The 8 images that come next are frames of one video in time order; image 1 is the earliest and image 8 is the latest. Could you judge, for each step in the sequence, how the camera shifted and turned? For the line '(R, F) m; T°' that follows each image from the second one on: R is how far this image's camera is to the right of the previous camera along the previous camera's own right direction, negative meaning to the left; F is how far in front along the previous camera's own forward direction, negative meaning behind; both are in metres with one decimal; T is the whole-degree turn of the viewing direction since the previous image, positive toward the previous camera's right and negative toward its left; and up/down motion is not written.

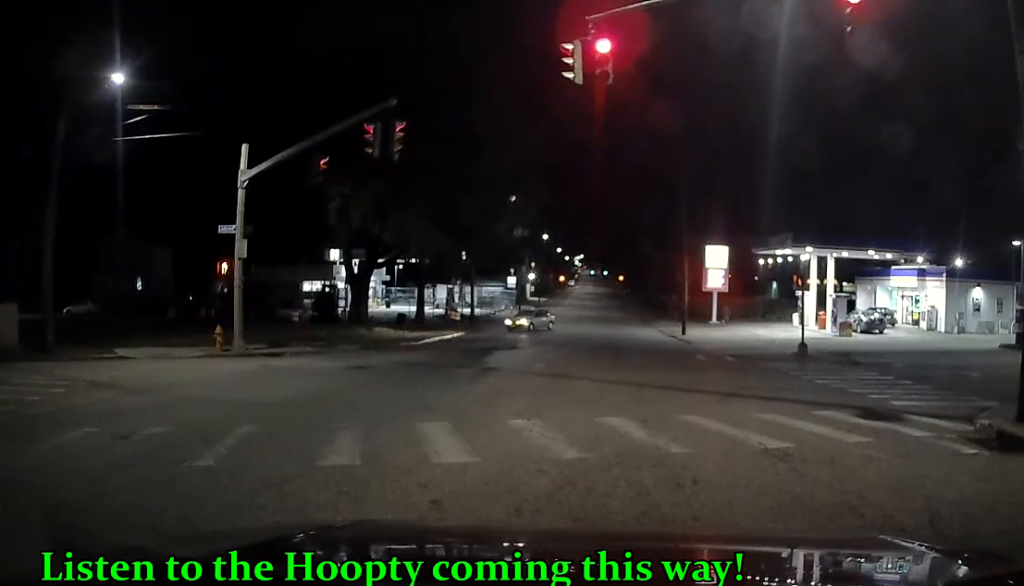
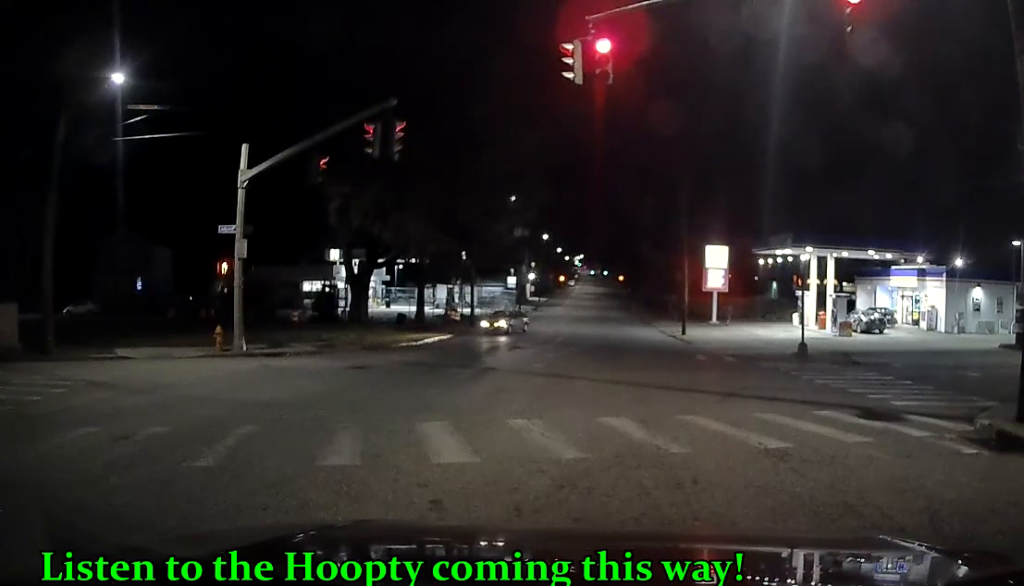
(0.0, 0.0) m; 0°
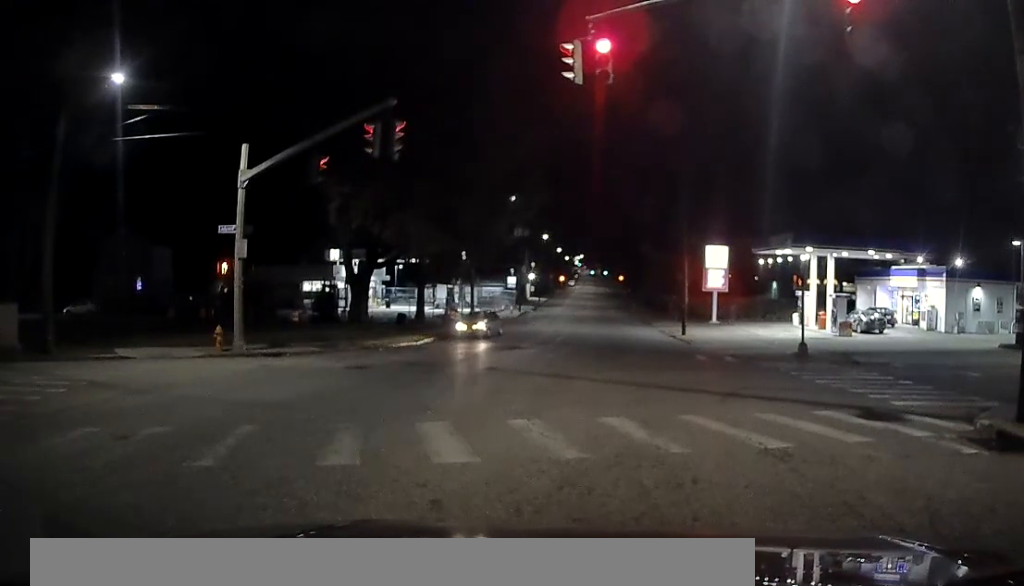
(0.0, 0.0) m; 0°
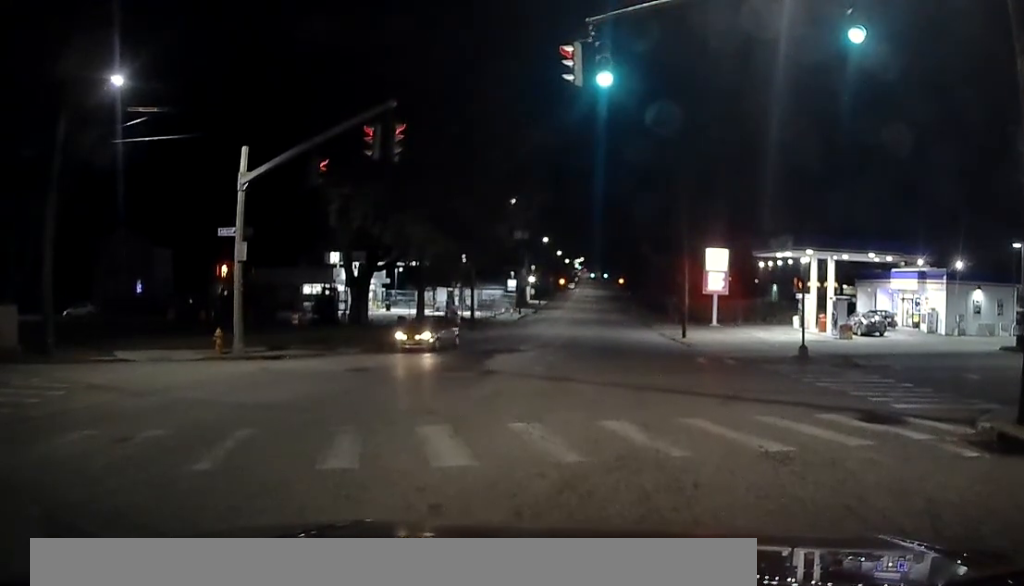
(0.0, 0.0) m; 0°
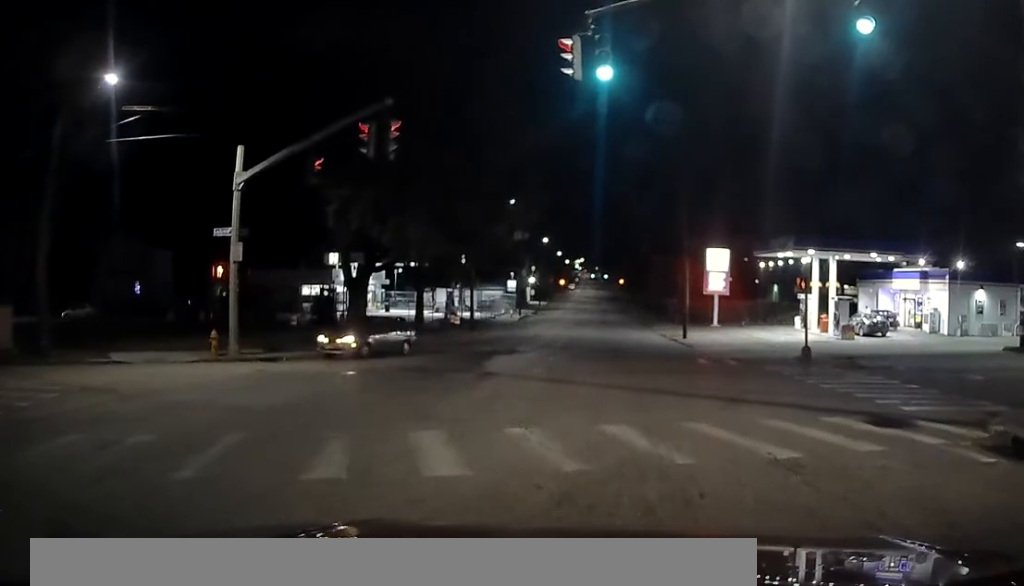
(0.0, 0.0) m; 0°
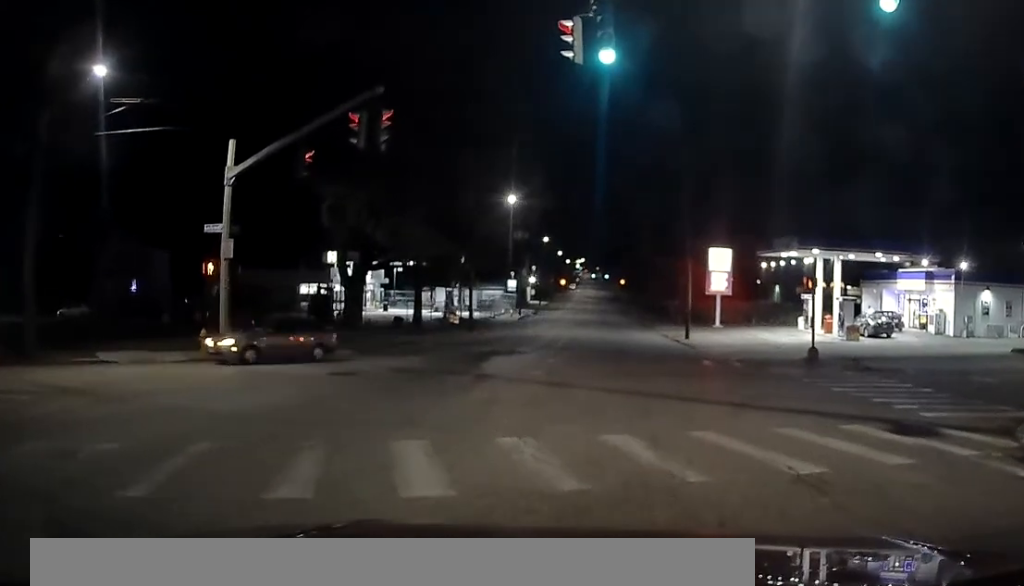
(+0.1, +0.4) m; 0°
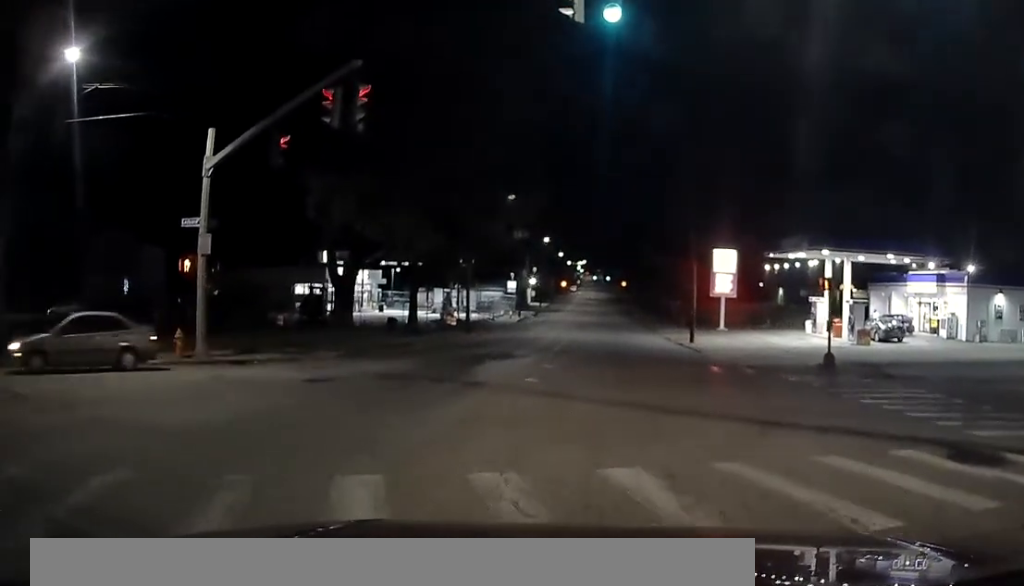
(+0.1, +0.8) m; 0°
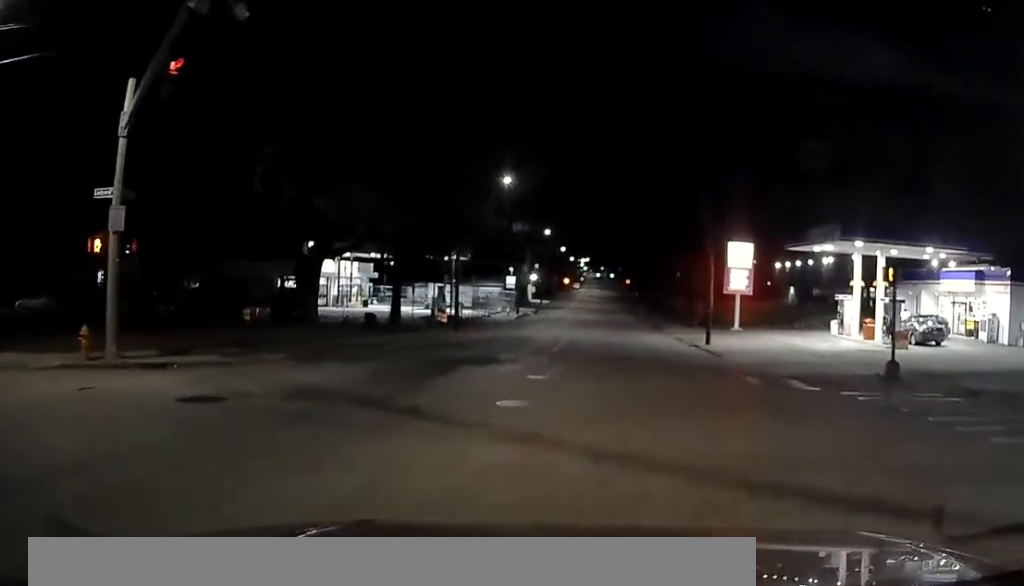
(-0.4, +4.3) m; -5°
